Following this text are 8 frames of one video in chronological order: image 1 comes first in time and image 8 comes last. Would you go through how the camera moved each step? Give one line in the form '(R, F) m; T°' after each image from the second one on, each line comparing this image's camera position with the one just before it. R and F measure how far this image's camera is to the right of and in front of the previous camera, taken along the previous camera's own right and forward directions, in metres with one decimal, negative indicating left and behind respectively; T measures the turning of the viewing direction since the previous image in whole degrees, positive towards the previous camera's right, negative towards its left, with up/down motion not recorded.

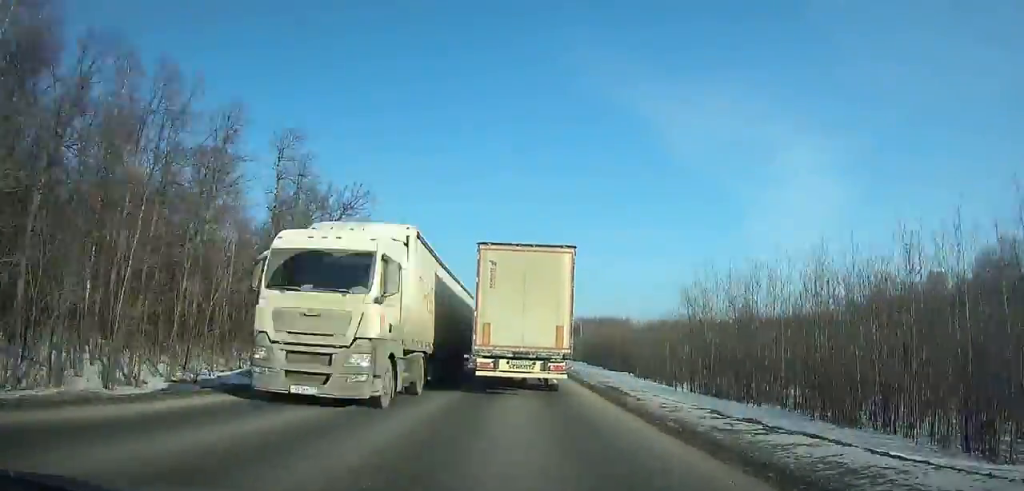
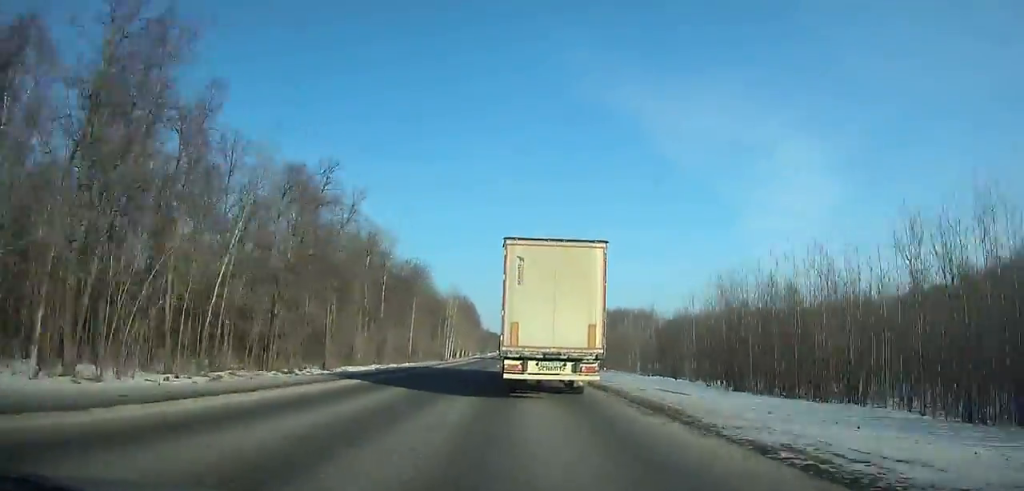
(-0.1, +66.4) m; 0°
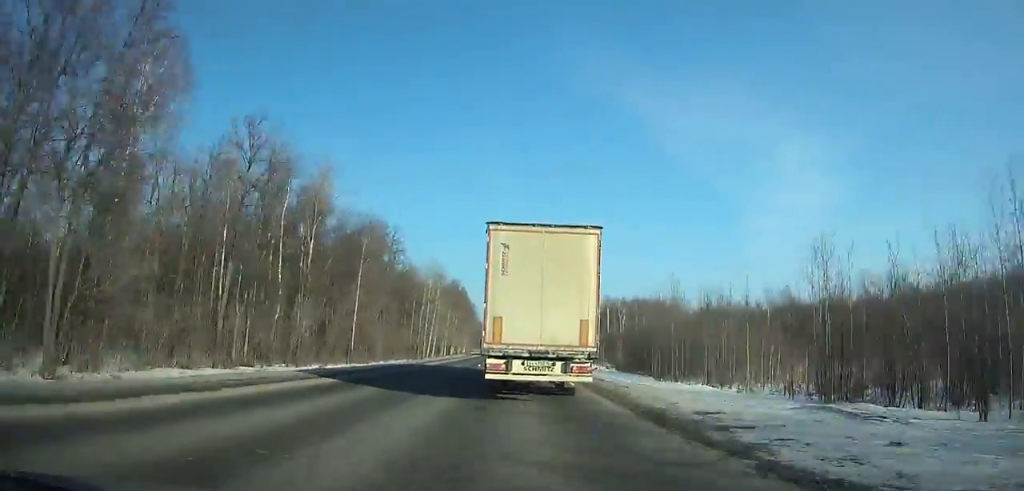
(+0.3, +31.3) m; 0°
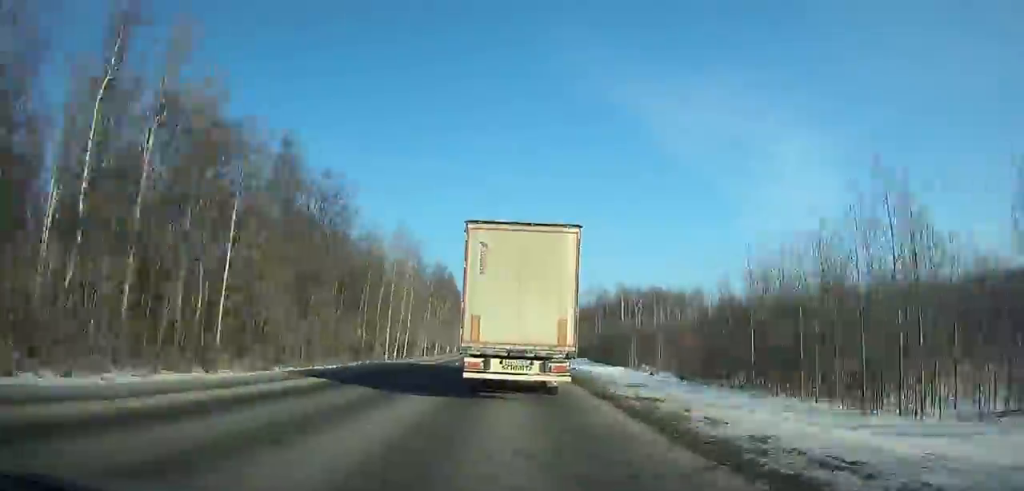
(0.0, +27.4) m; 0°
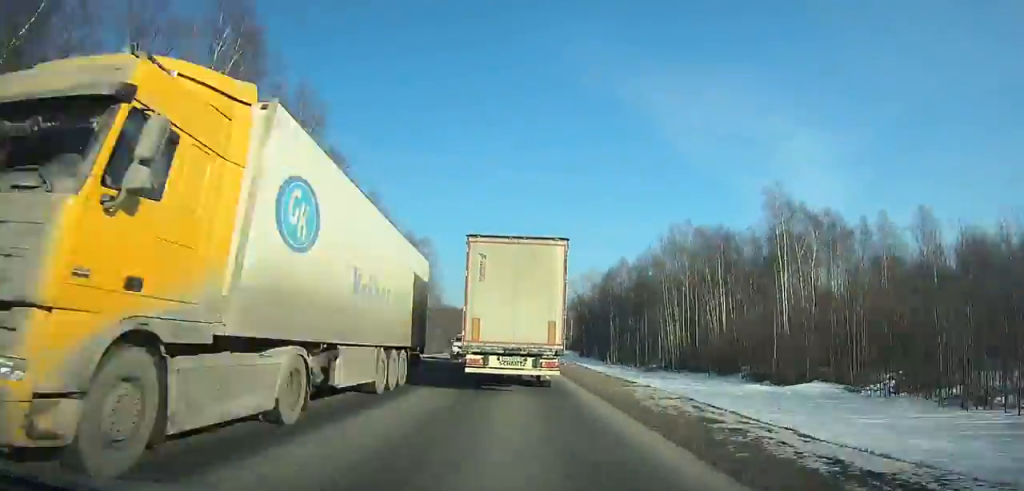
(-0.1, +95.8) m; 0°
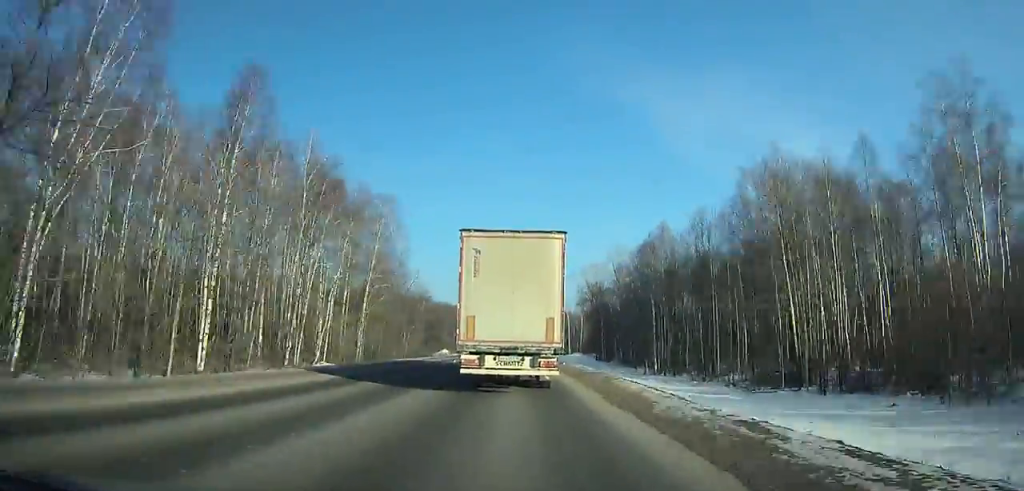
(0.0, +30.4) m; 0°
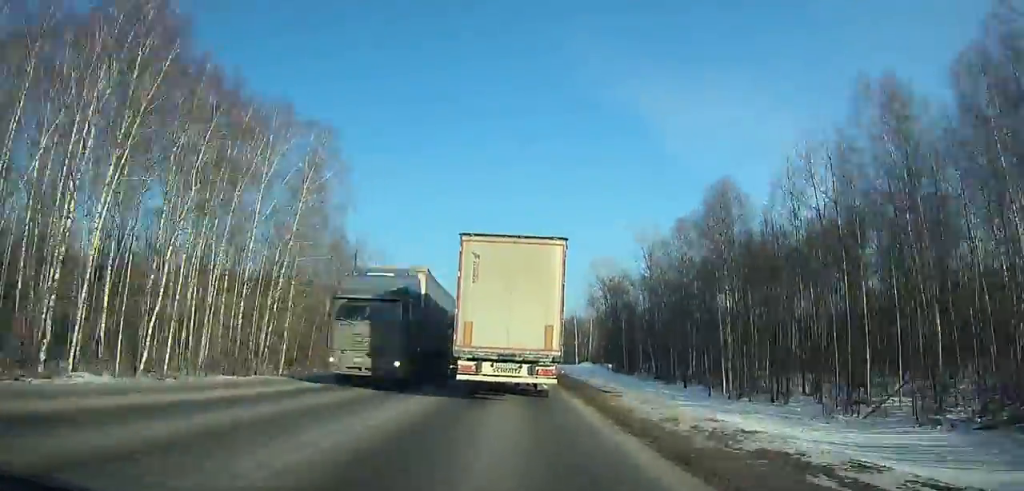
(0.0, +25.0) m; 0°
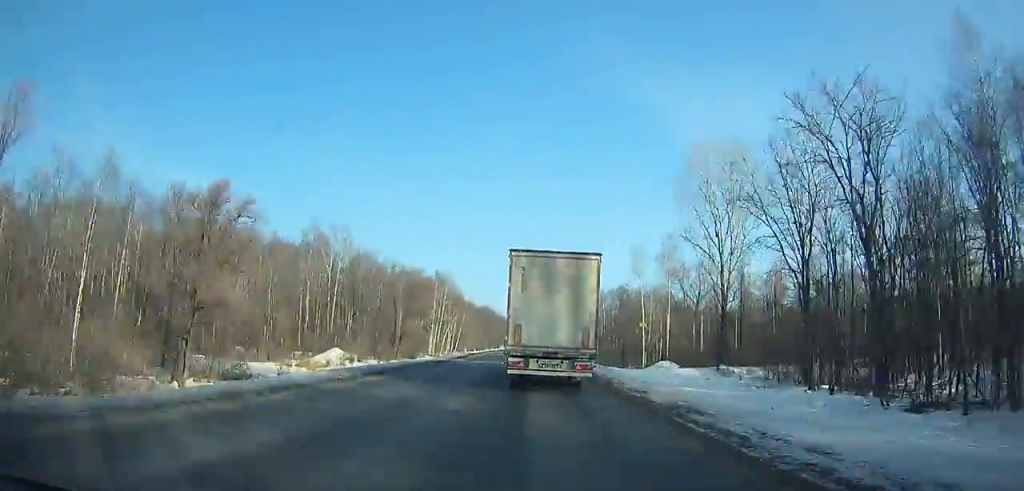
(-0.3, +75.3) m; 0°
